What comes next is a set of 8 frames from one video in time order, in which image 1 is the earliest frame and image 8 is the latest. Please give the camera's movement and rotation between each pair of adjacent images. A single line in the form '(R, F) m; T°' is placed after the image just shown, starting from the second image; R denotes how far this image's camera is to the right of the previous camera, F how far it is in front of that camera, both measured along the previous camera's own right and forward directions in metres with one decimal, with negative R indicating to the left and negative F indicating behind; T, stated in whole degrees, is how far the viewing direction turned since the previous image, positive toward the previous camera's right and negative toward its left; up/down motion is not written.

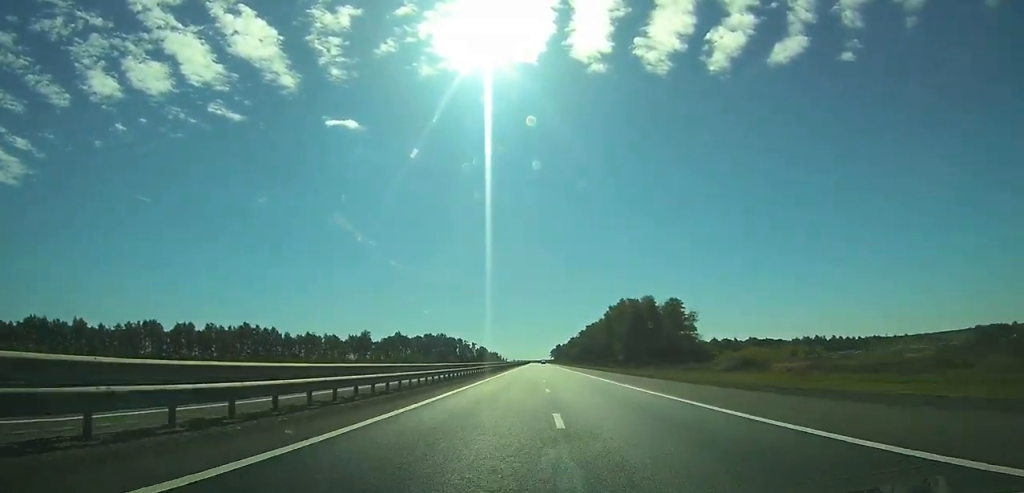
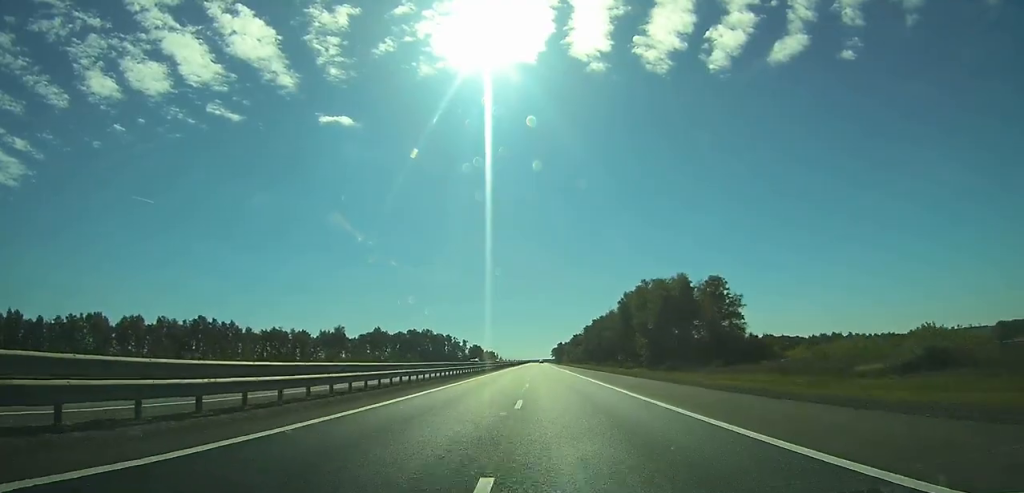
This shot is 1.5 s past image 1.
(0.0, +43.5) m; 0°
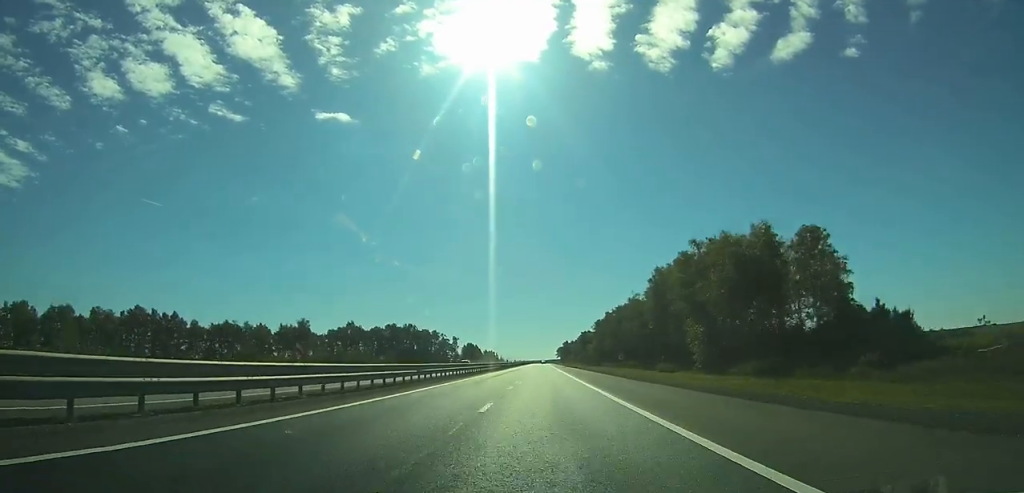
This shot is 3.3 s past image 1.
(-0.1, +48.7) m; -1°
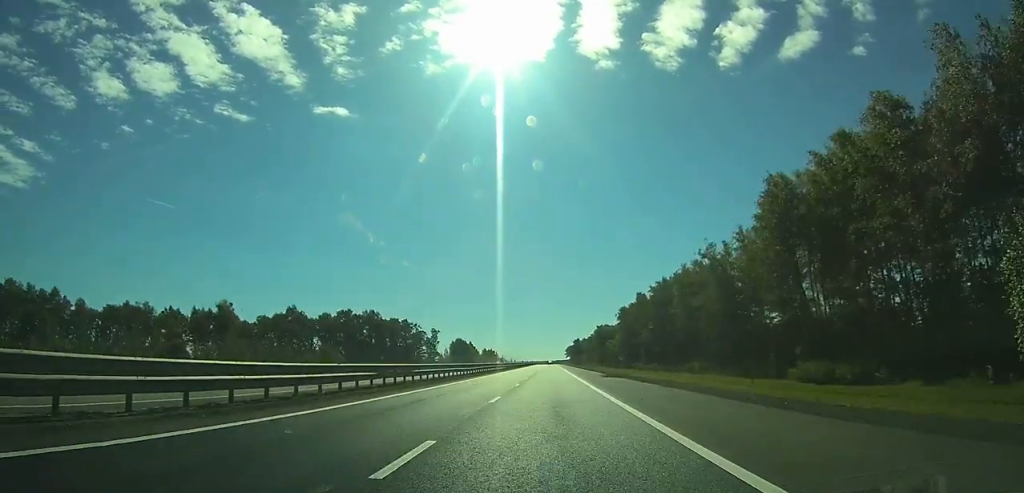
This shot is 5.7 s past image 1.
(-0.5, +68.4) m; 0°
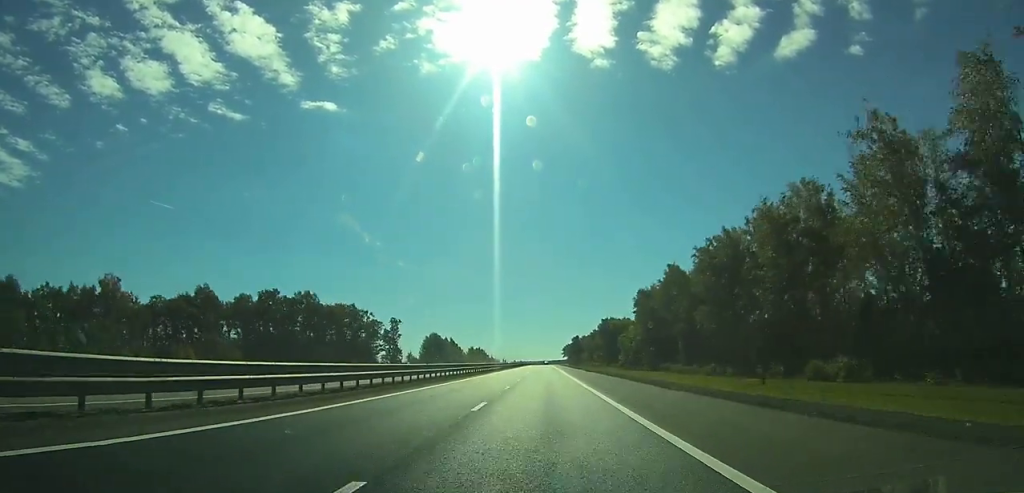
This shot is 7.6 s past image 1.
(0.0, +51.1) m; 0°
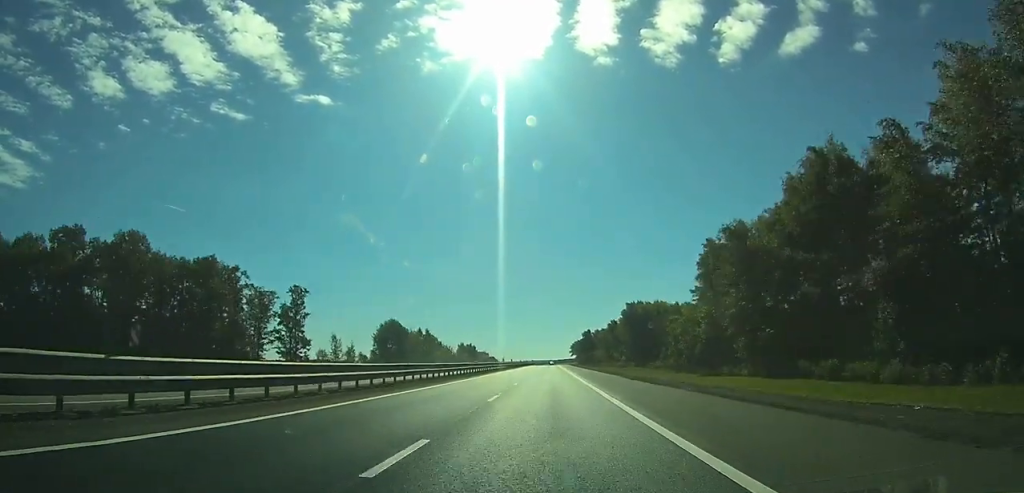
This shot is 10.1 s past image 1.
(0.0, +68.6) m; 0°
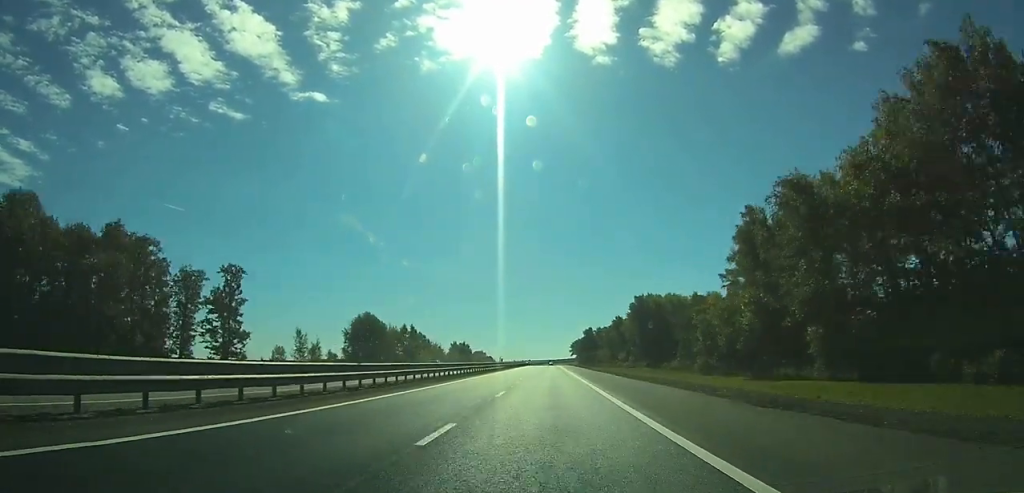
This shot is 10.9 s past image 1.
(0.0, +21.5) m; 0°
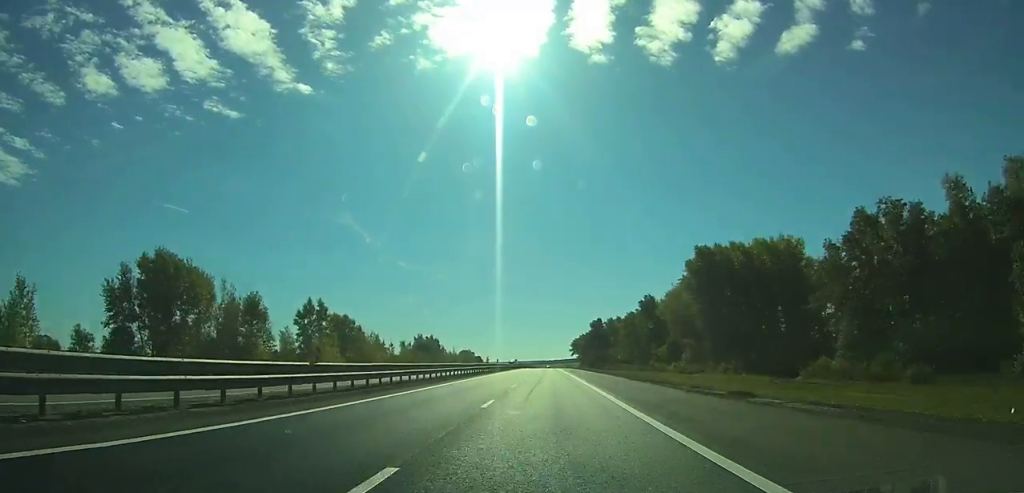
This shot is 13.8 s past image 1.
(-0.1, +76.7) m; 0°
